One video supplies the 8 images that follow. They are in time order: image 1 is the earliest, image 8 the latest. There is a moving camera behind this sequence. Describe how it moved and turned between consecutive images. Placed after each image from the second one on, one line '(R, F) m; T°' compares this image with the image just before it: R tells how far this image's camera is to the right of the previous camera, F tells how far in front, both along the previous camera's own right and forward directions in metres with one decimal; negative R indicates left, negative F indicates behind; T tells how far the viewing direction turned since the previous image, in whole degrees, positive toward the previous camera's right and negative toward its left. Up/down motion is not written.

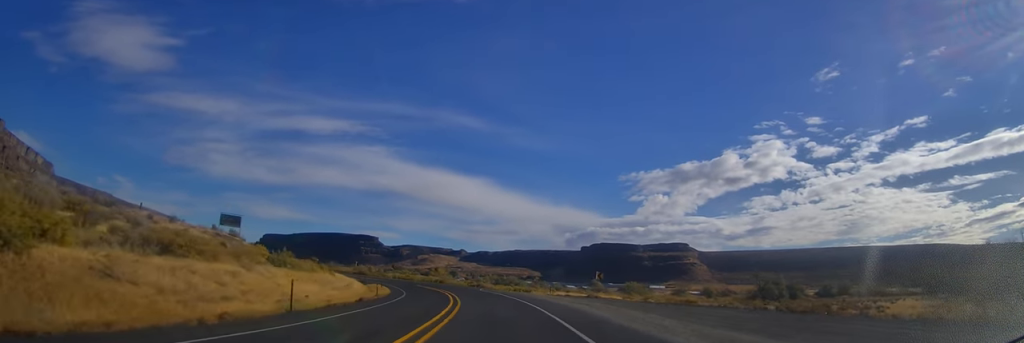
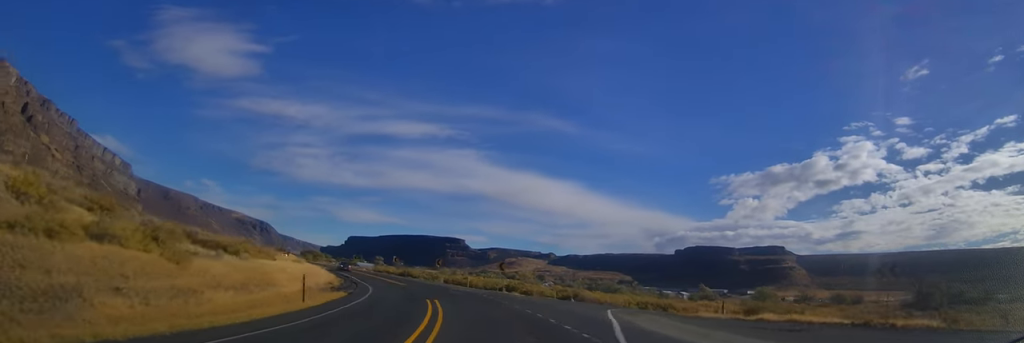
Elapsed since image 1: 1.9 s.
(-2.8, +47.8) m; -7°
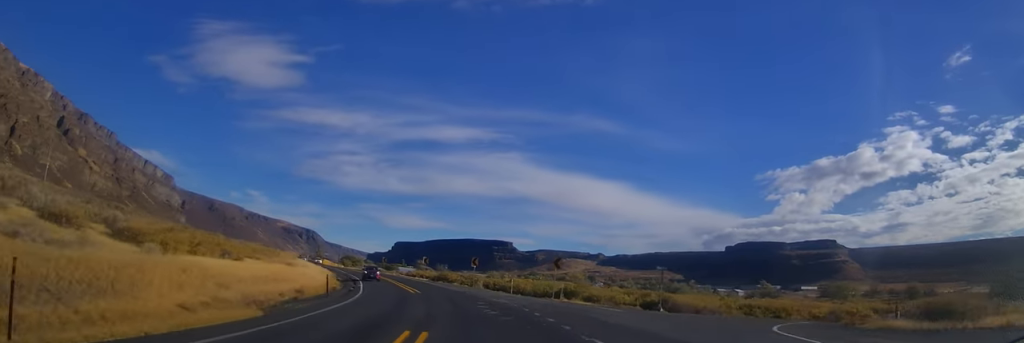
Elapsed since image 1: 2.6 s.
(-0.4, +17.6) m; -4°
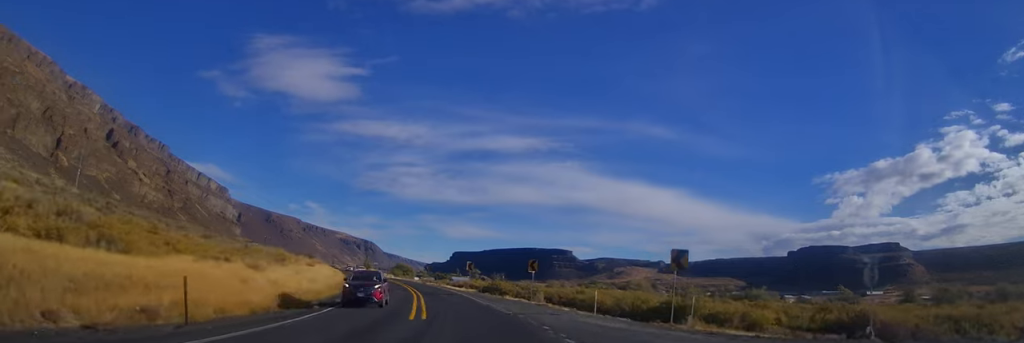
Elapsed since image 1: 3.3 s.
(-0.5, +19.1) m; -6°
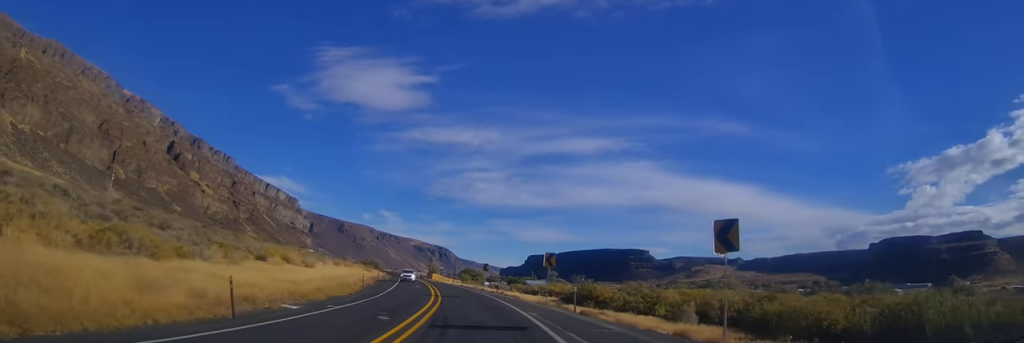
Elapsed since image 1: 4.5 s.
(-2.8, +27.5) m; -9°
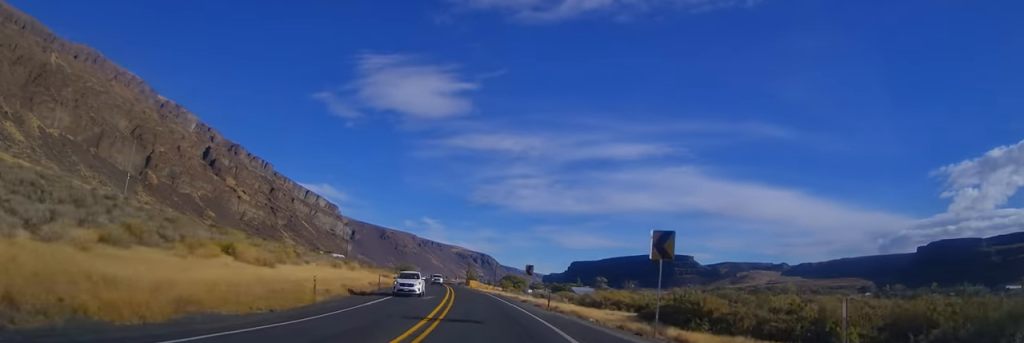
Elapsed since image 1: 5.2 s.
(-0.7, +18.6) m; -4°
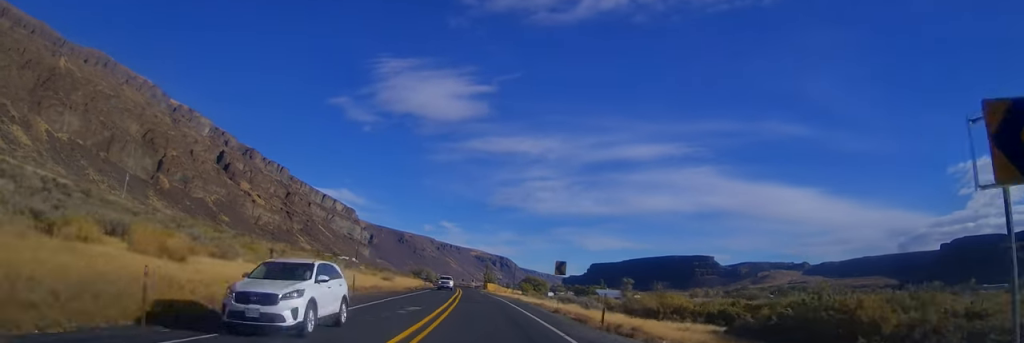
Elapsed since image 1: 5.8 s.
(-0.5, +13.0) m; -2°
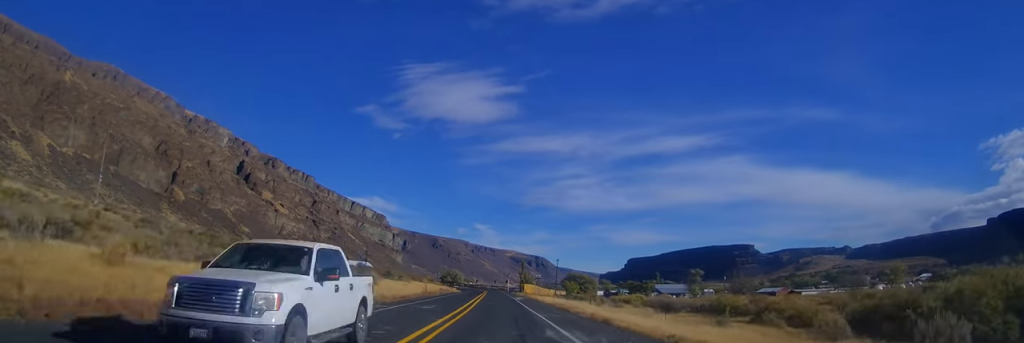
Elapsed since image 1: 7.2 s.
(-1.4, +35.2) m; -4°
